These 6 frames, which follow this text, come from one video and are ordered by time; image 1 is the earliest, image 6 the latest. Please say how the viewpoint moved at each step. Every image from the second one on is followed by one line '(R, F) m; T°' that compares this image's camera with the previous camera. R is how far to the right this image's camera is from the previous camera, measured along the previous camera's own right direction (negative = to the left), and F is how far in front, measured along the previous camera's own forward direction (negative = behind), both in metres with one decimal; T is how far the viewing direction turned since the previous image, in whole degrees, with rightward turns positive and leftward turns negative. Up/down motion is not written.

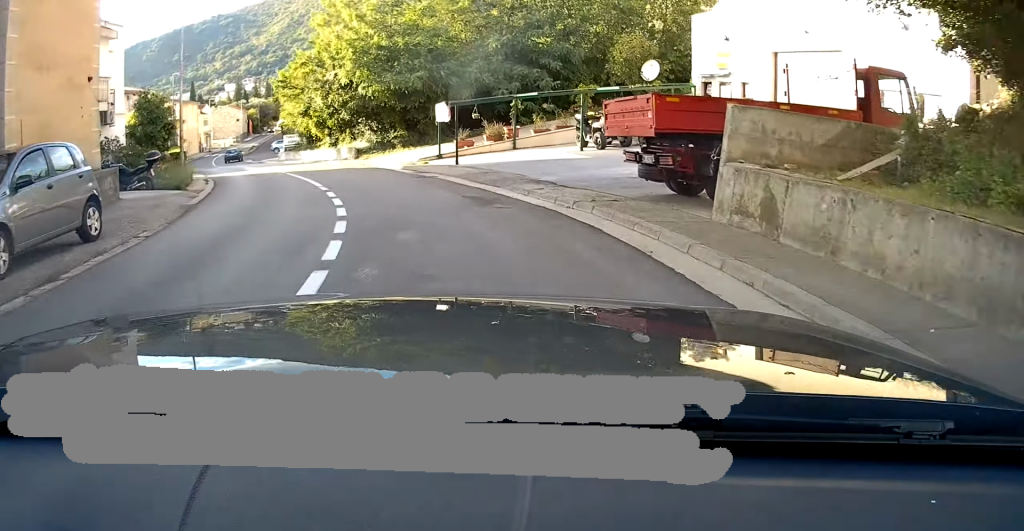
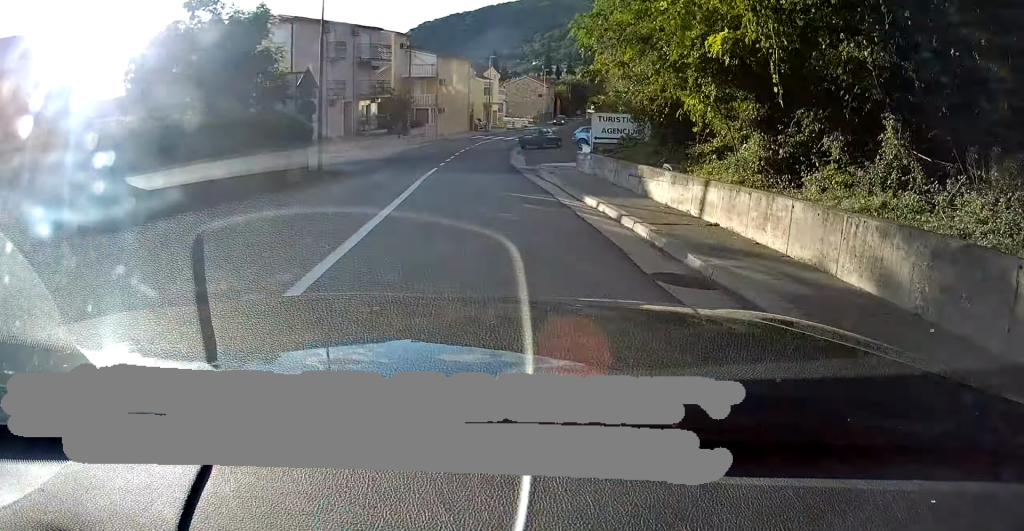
(-7.0, +34.2) m; -18°
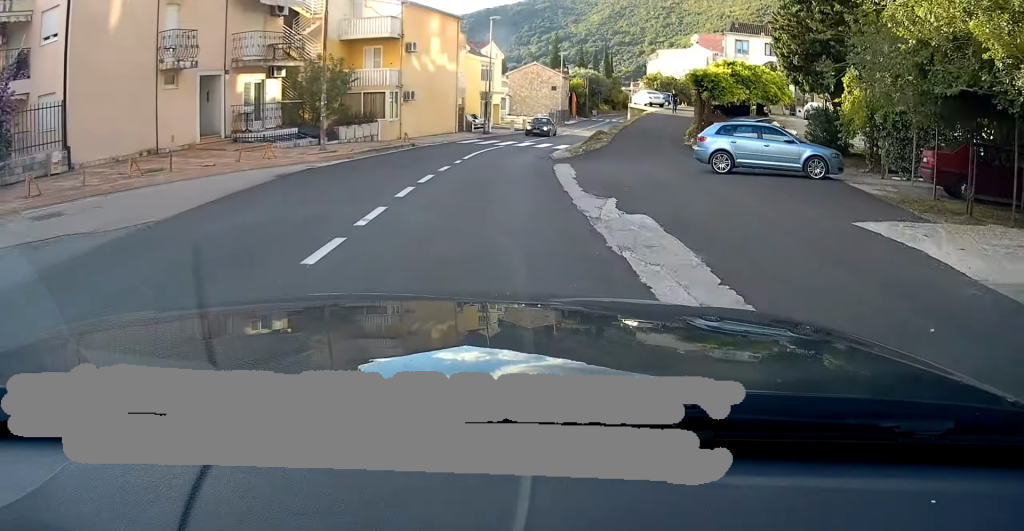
(-0.8, +26.3) m; +3°
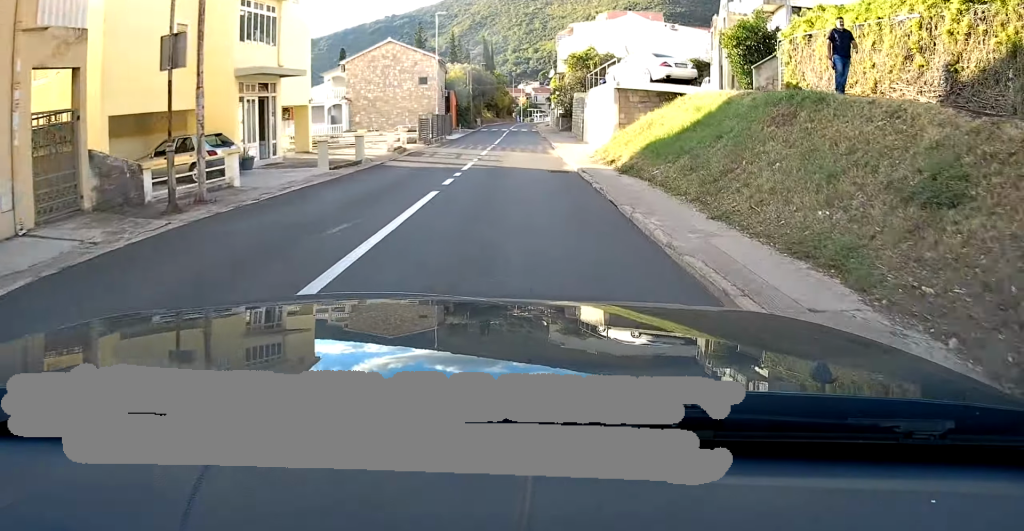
(+4.0, +34.8) m; +10°
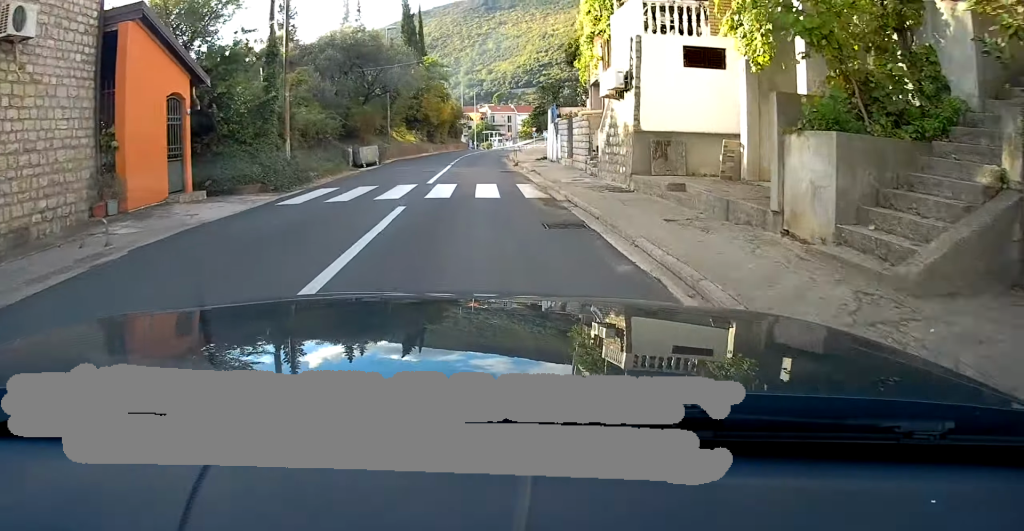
(+2.5, +50.5) m; +3°
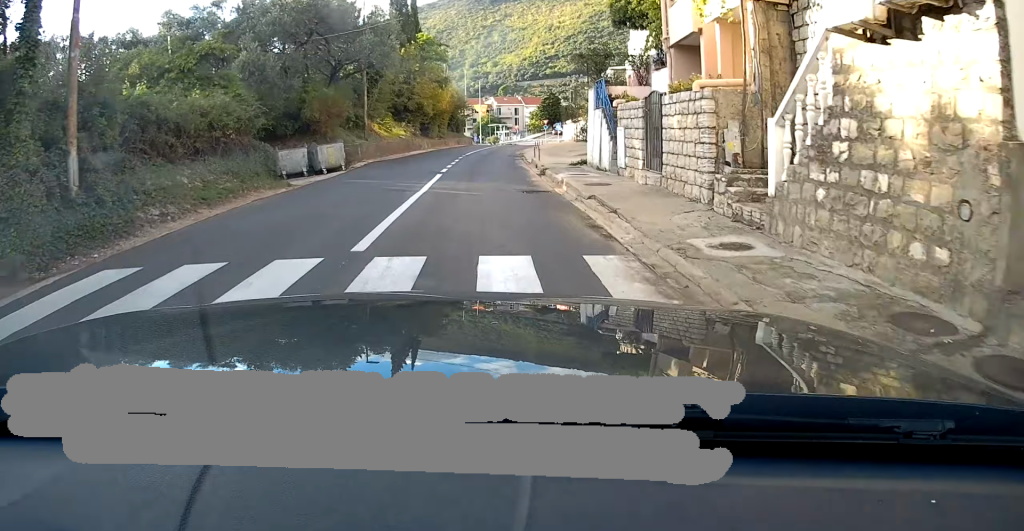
(-0.1, +10.7) m; 0°
